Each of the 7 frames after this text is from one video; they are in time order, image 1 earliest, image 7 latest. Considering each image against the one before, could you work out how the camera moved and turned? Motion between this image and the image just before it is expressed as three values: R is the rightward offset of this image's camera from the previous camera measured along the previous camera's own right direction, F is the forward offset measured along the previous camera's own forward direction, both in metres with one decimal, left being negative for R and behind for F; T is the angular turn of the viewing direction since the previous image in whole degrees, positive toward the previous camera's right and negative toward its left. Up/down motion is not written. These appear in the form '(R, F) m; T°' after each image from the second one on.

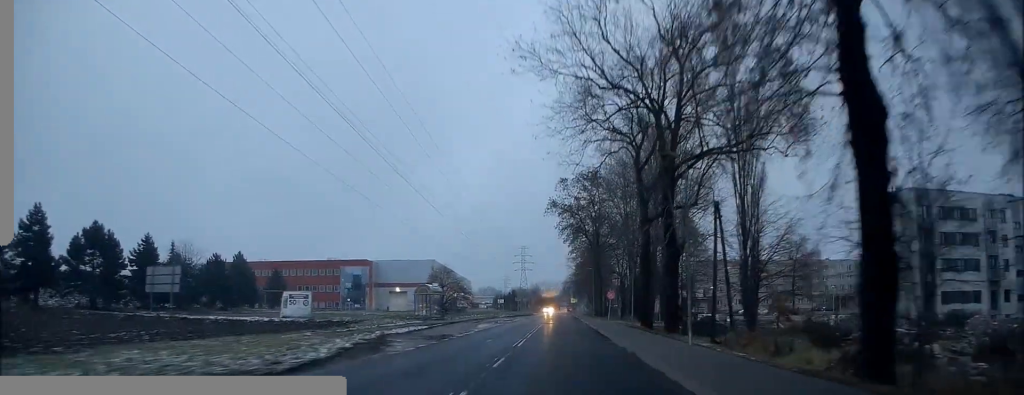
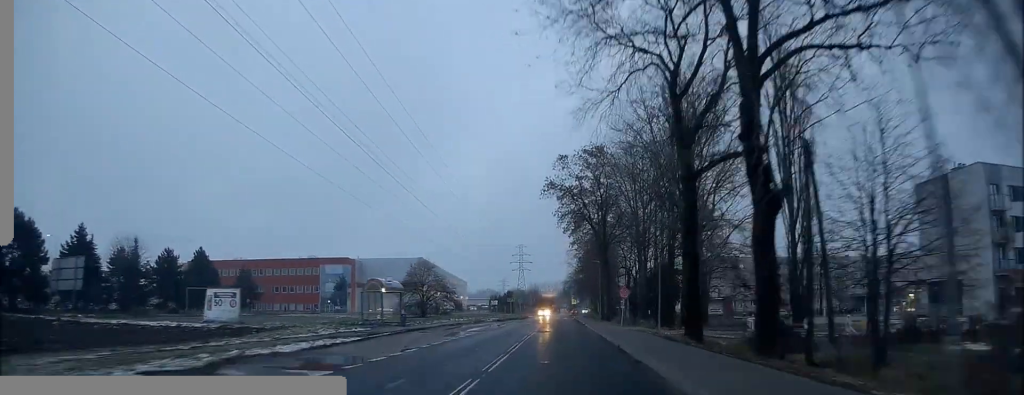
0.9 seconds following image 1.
(0.0, +13.5) m; +1°
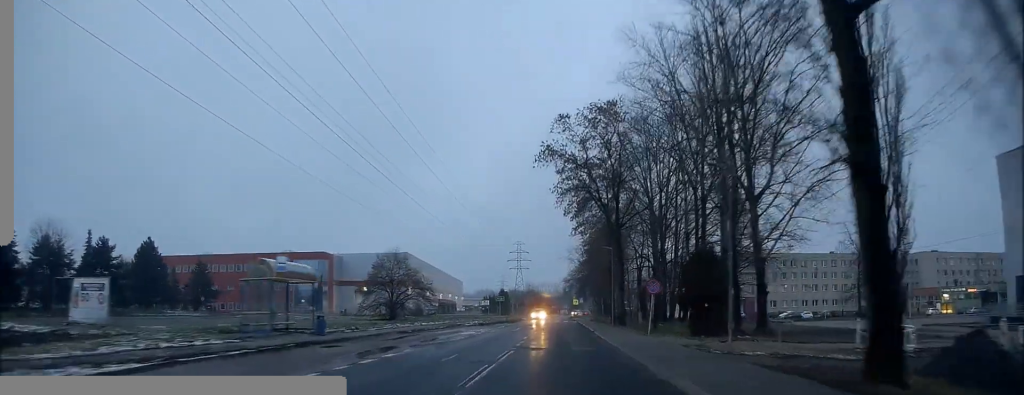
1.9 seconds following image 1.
(+0.3, +14.9) m; 0°
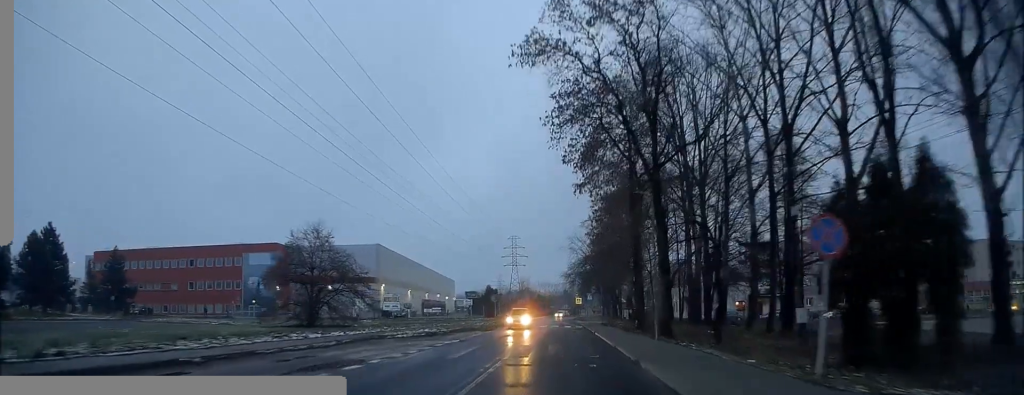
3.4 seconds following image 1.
(-0.4, +21.5) m; -1°
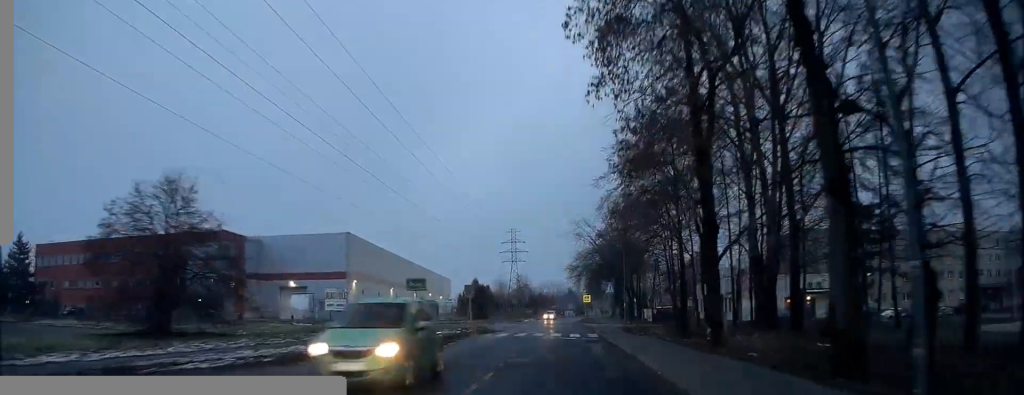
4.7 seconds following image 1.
(+0.4, +18.7) m; 0°
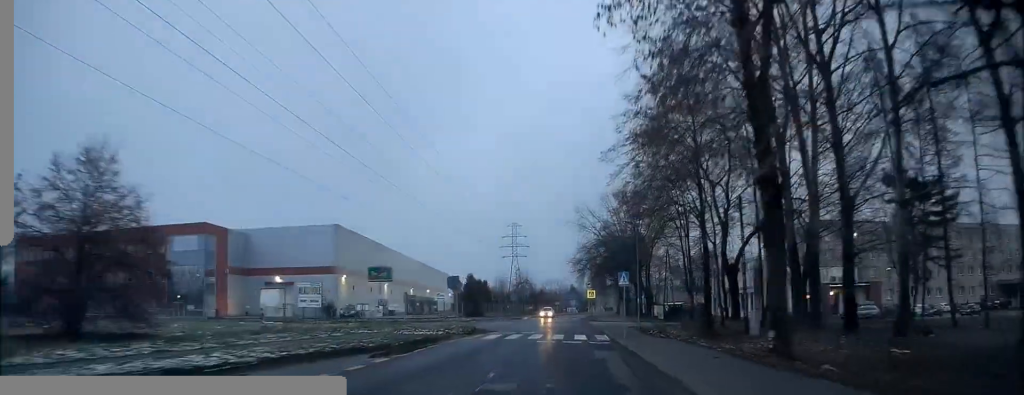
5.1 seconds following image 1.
(+0.2, +6.2) m; -1°
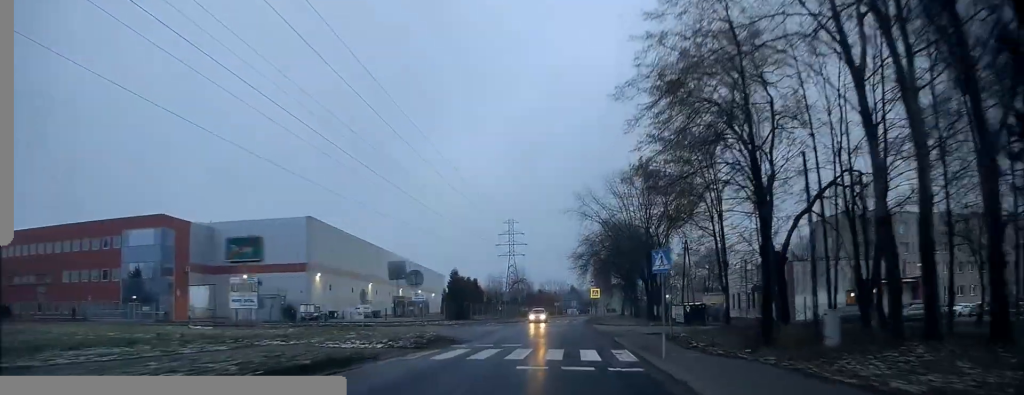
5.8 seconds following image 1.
(-0.6, +10.2) m; -1°
